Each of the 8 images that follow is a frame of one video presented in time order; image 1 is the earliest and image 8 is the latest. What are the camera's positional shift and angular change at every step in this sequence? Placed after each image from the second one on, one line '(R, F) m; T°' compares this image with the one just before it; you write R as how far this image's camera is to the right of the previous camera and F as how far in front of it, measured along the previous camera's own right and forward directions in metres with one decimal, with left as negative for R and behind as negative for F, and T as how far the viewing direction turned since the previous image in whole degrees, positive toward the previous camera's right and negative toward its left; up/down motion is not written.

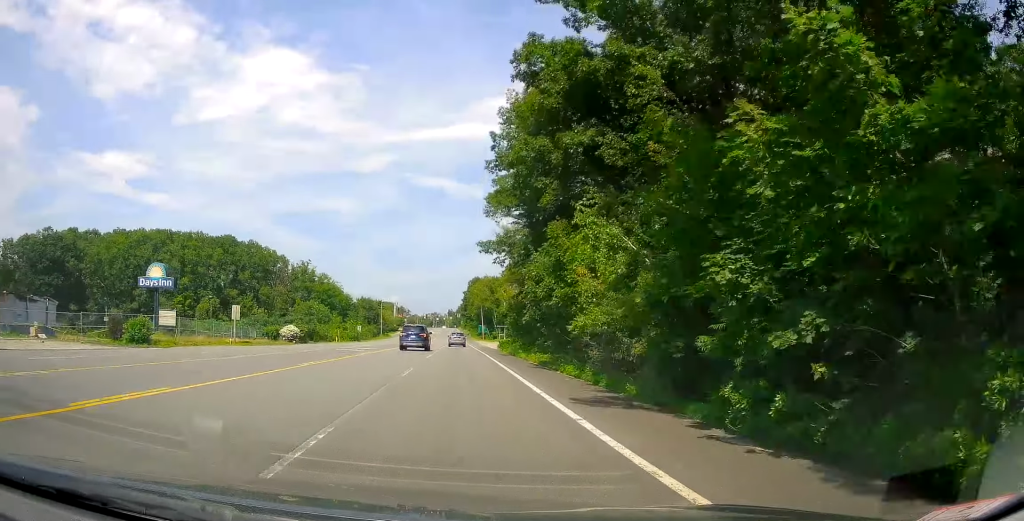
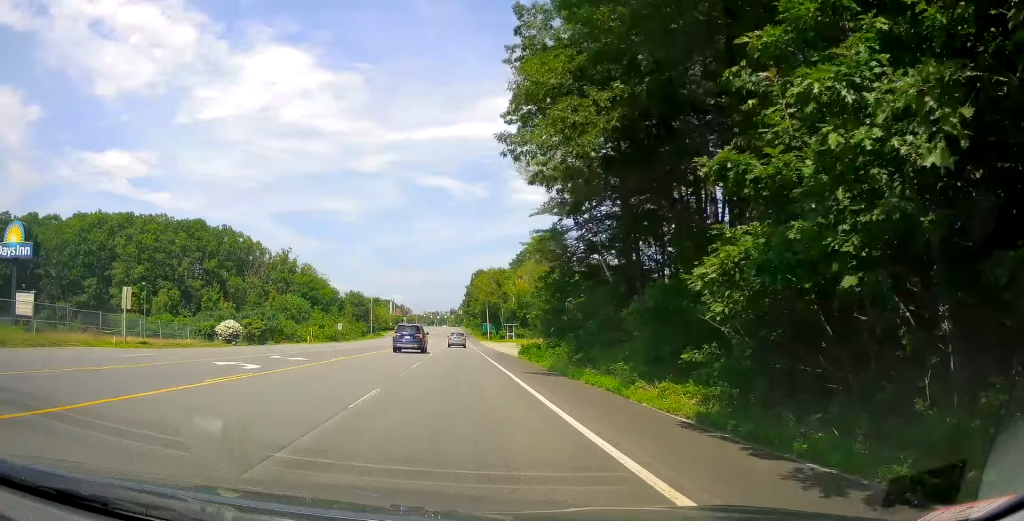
(-0.2, +20.4) m; 0°
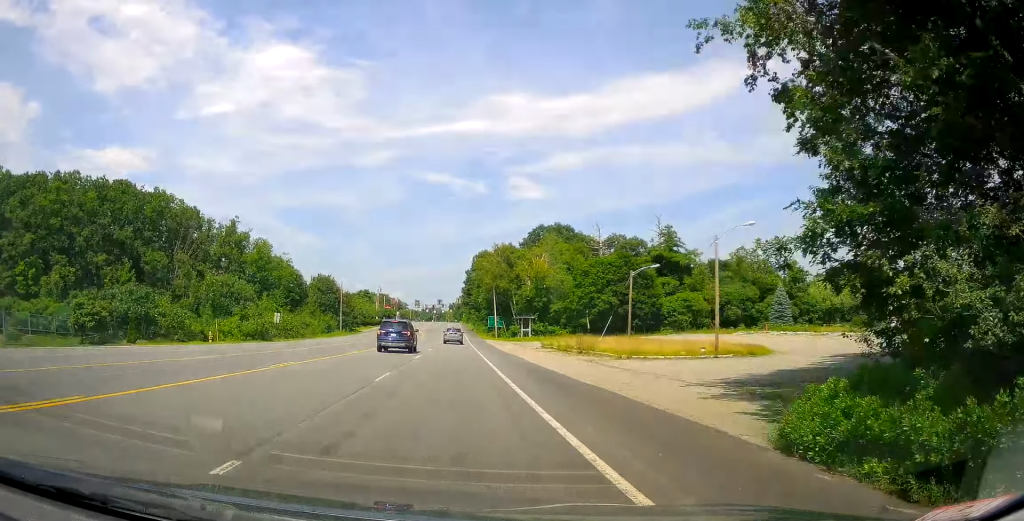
(+0.6, +34.3) m; +2°
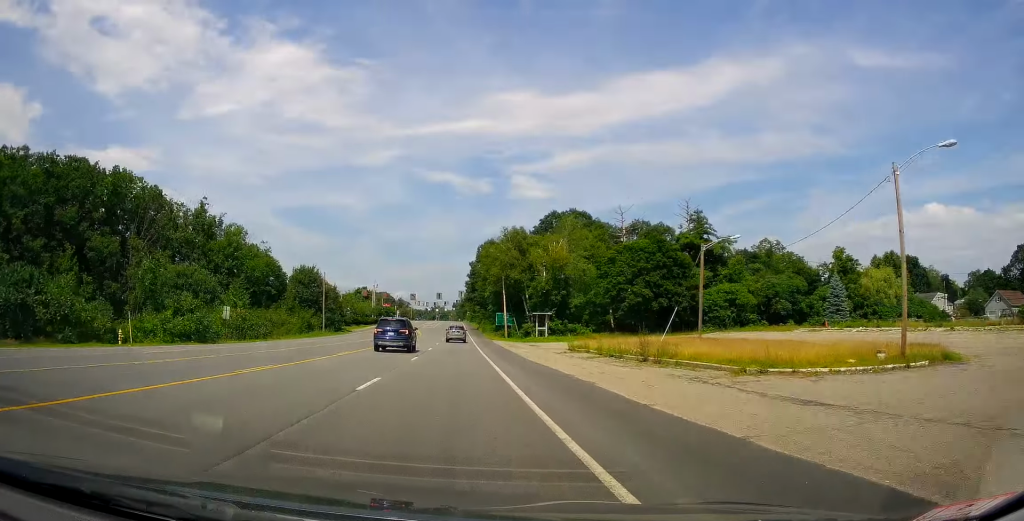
(-0.1, +15.2) m; -2°
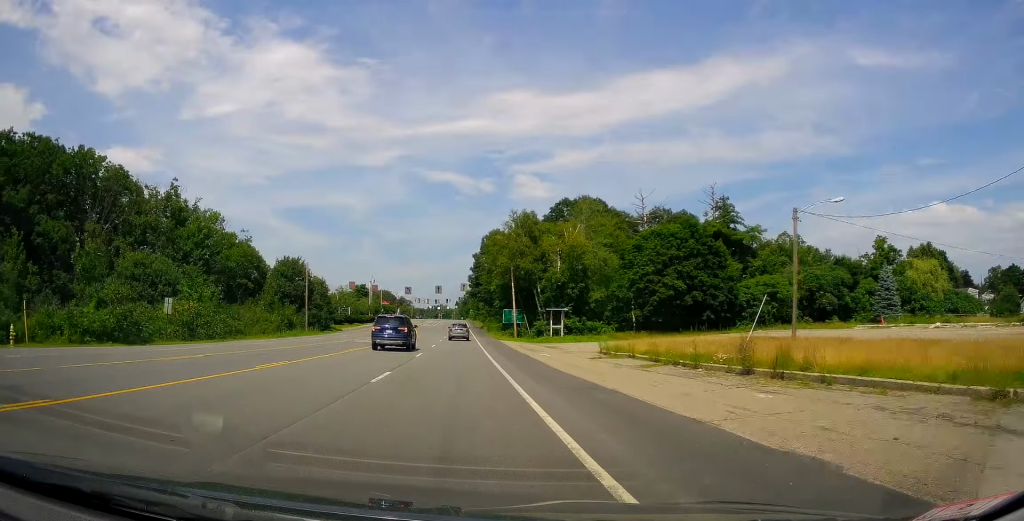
(0.0, +10.8) m; -1°
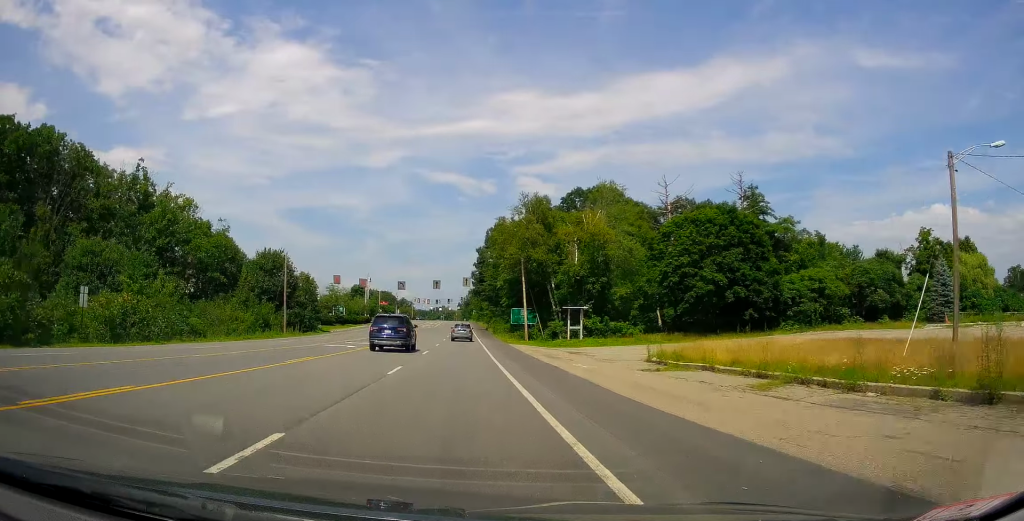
(-0.5, +9.7) m; 0°
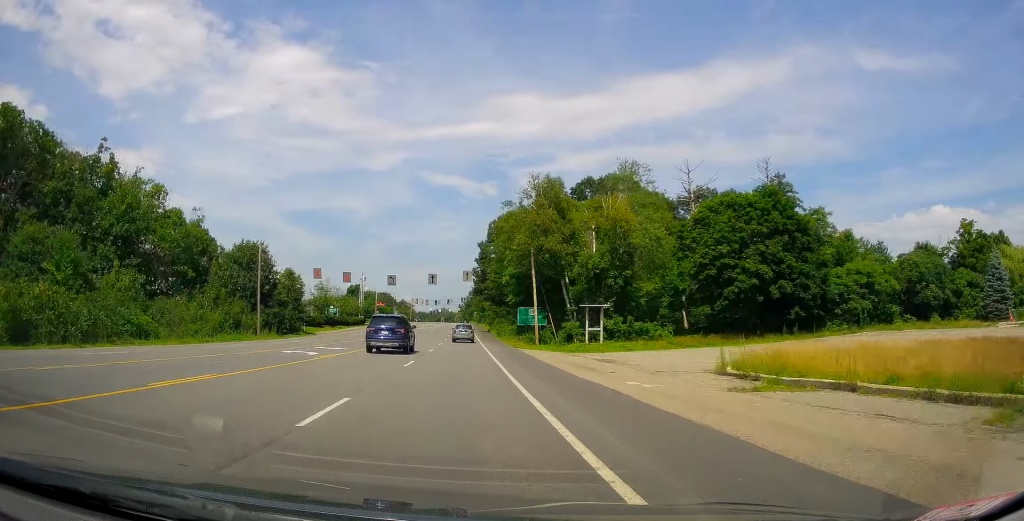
(-0.3, +8.4) m; 0°
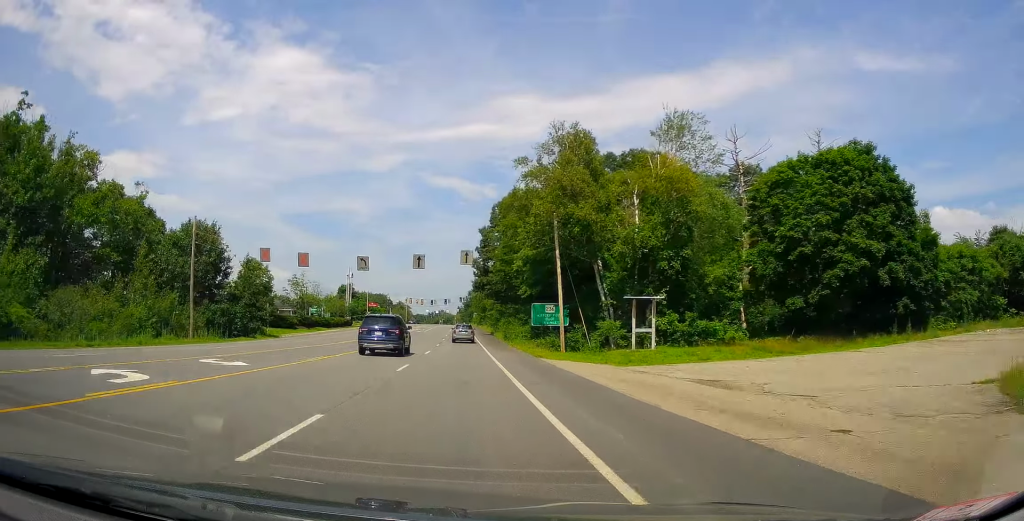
(+0.7, +14.1) m; 0°
